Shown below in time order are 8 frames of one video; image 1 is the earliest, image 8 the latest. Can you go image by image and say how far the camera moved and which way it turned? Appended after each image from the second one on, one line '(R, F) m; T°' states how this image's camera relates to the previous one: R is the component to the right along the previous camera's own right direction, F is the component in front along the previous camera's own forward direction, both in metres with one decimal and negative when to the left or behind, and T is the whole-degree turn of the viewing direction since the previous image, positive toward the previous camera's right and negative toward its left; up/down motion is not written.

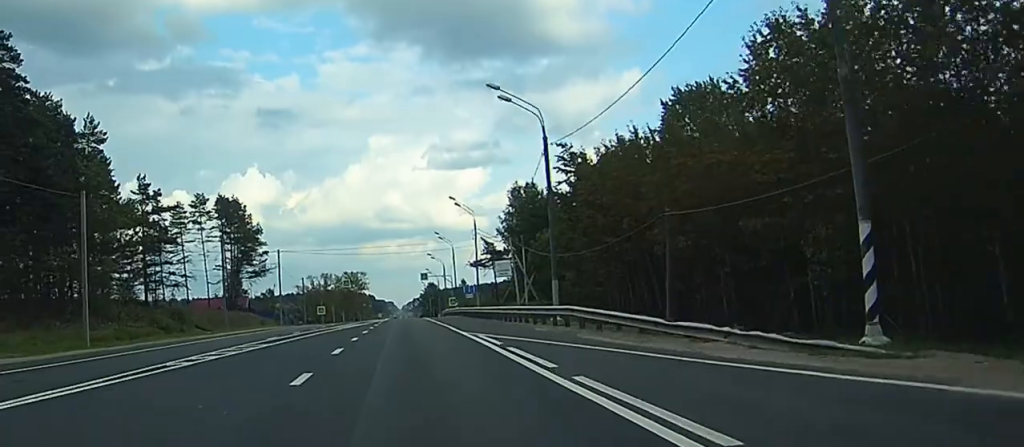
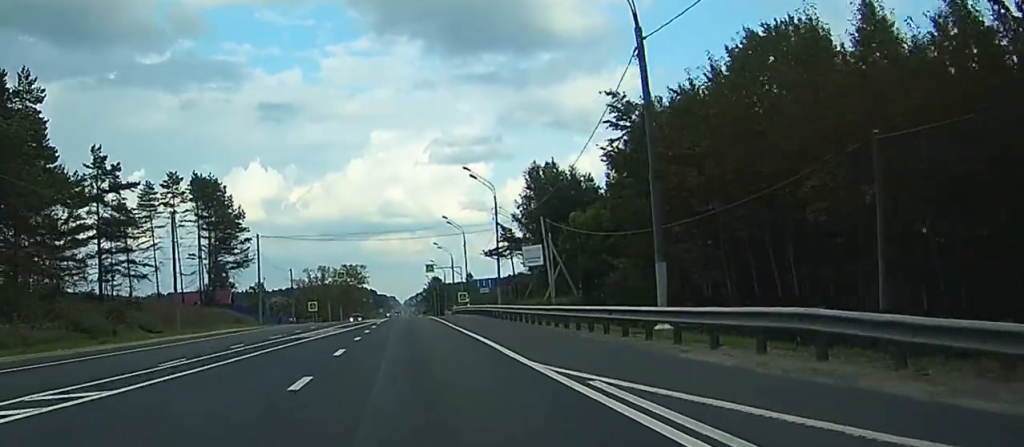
(0.0, +16.8) m; 0°
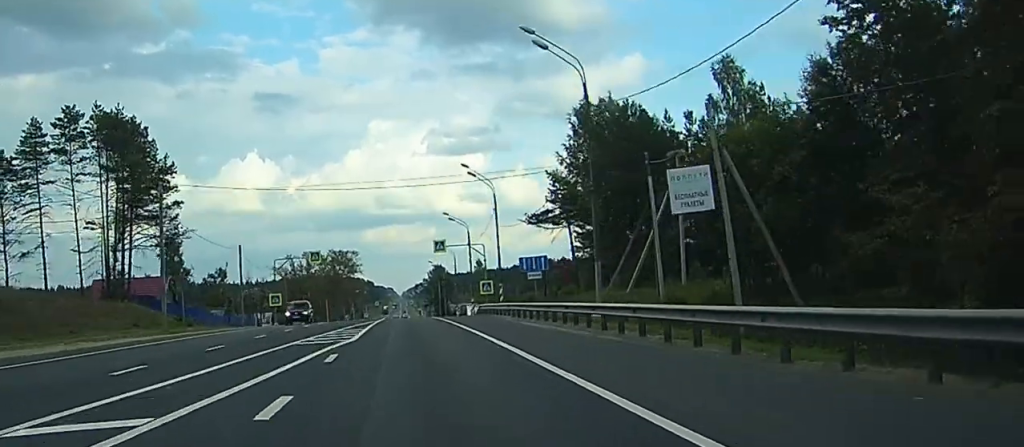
(-0.1, +35.0) m; -1°
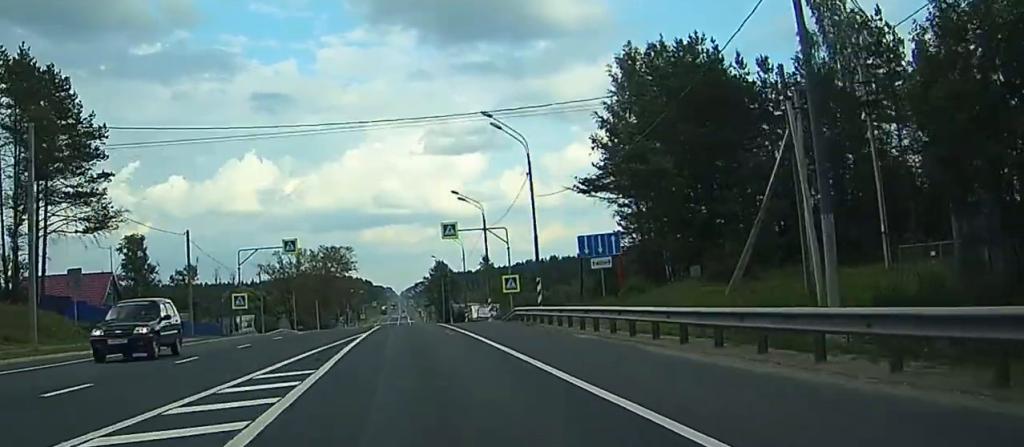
(-0.1, +18.9) m; 0°
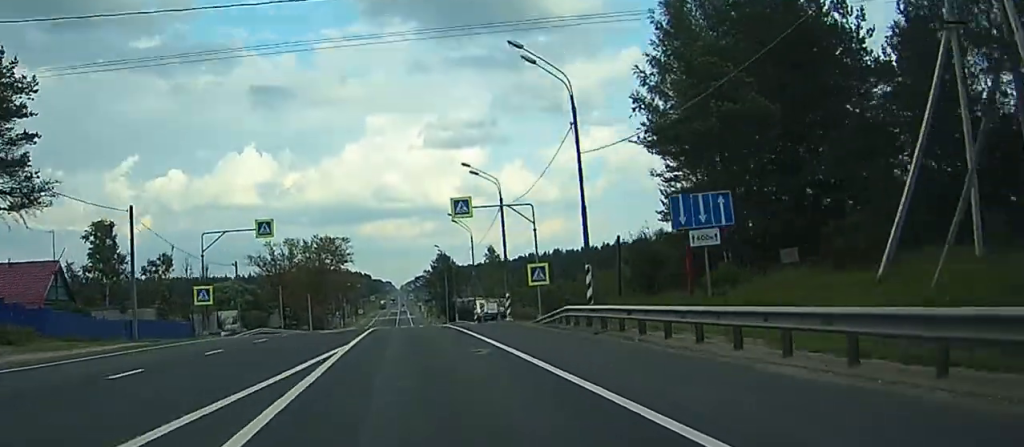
(0.0, +12.8) m; 0°
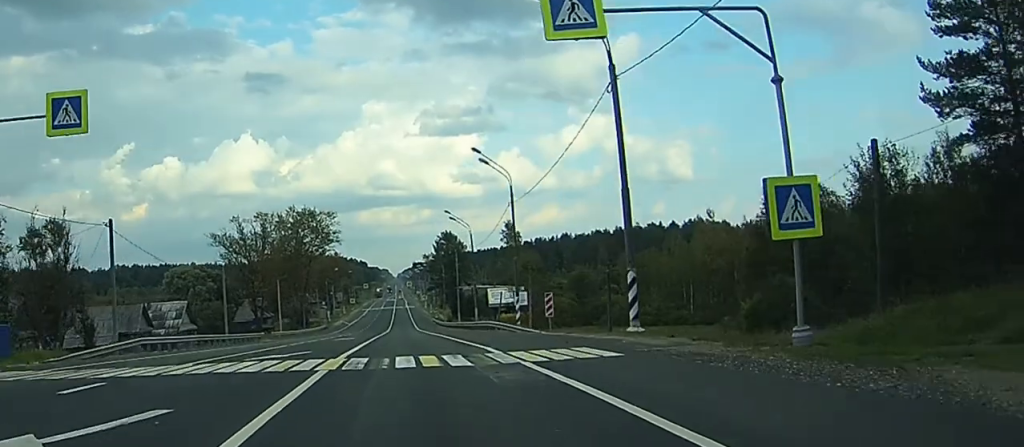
(+0.1, +34.3) m; +1°
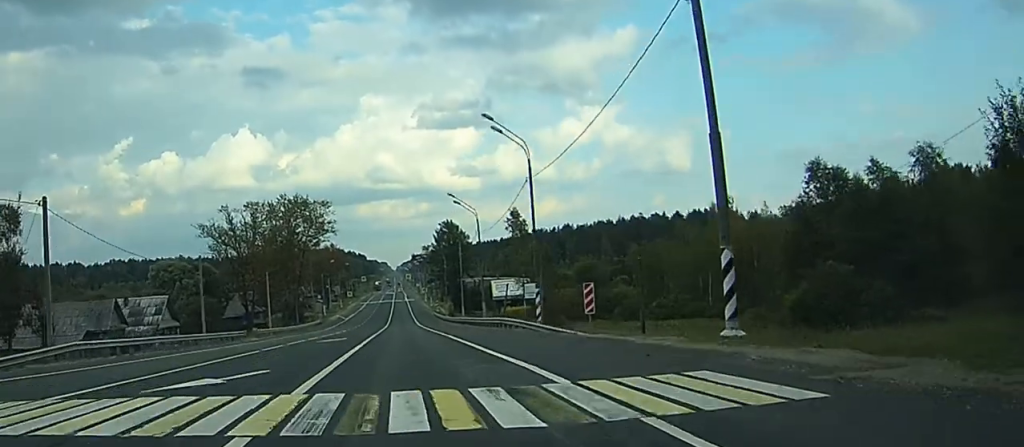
(+0.1, +8.7) m; 0°
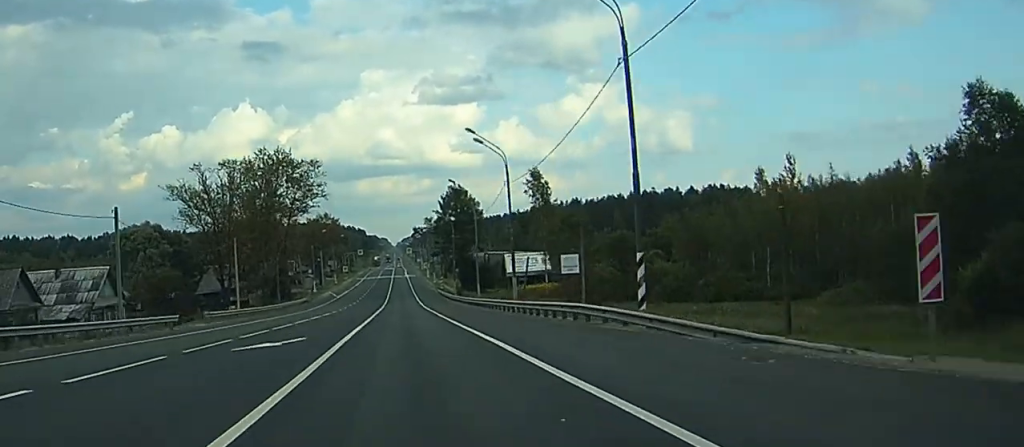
(0.0, +20.6) m; 0°
